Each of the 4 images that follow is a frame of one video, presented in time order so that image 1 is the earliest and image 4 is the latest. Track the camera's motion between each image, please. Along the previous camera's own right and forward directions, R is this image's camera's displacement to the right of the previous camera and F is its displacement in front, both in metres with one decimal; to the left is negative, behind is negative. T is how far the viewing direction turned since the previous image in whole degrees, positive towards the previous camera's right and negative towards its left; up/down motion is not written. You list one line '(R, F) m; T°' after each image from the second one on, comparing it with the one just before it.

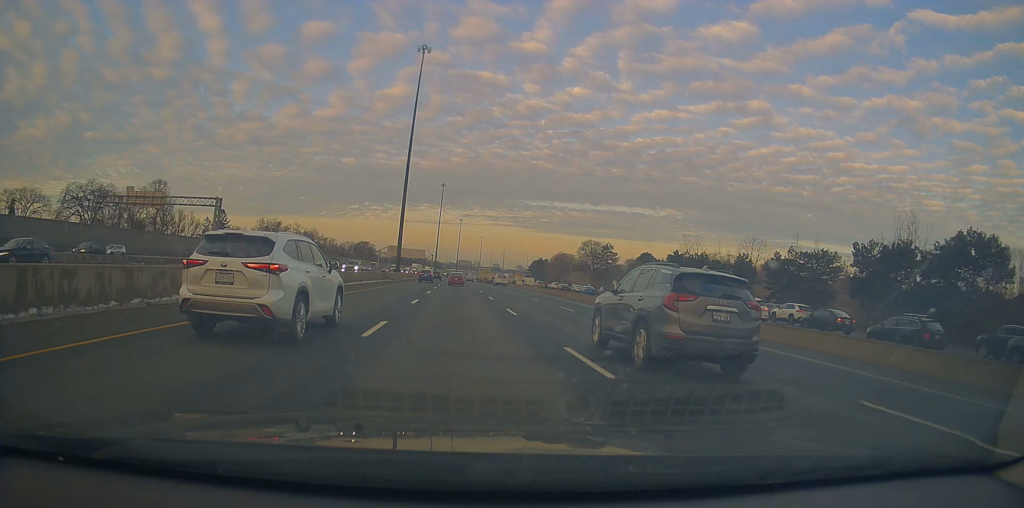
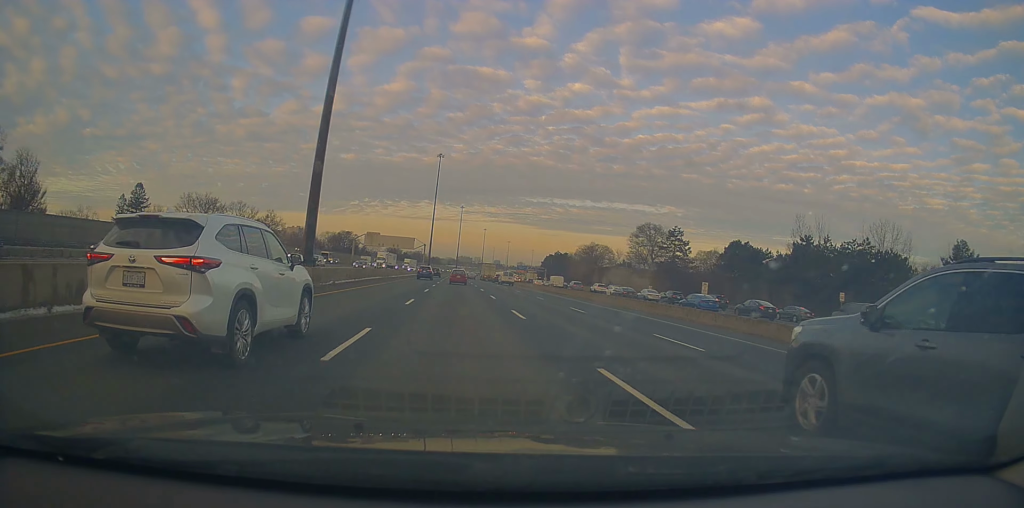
(+0.6, +50.4) m; 0°
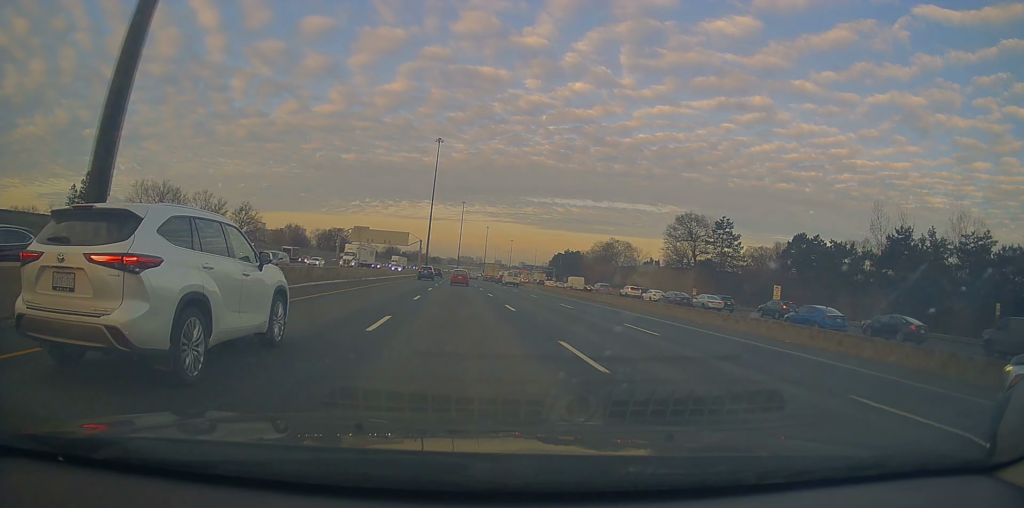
(-0.6, +20.9) m; 0°
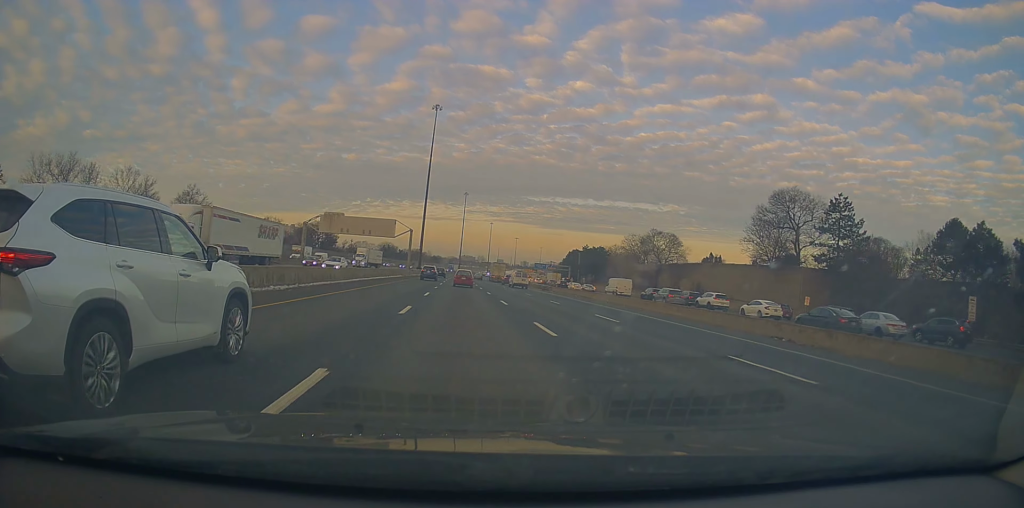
(+0.3, +31.7) m; +1°
